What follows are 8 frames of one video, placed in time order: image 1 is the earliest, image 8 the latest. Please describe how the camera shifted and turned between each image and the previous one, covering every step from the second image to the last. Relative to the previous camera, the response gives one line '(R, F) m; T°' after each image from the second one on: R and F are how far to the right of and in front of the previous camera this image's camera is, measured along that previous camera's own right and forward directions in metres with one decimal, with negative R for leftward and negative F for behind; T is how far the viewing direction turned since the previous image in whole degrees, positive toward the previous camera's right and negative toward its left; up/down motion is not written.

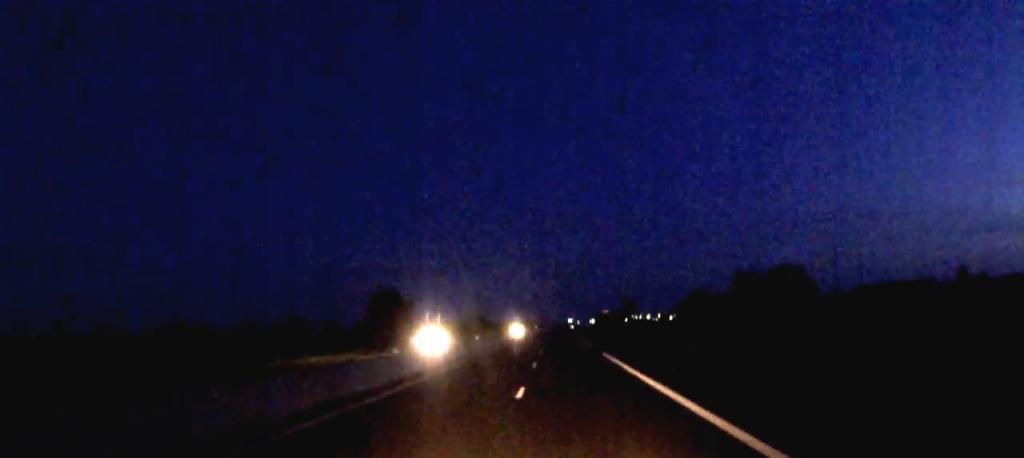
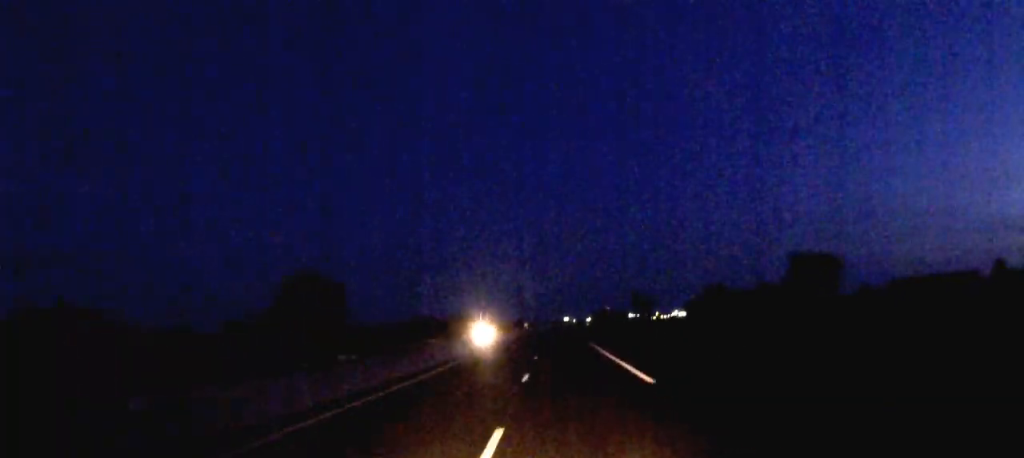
(+0.1, +34.9) m; 0°
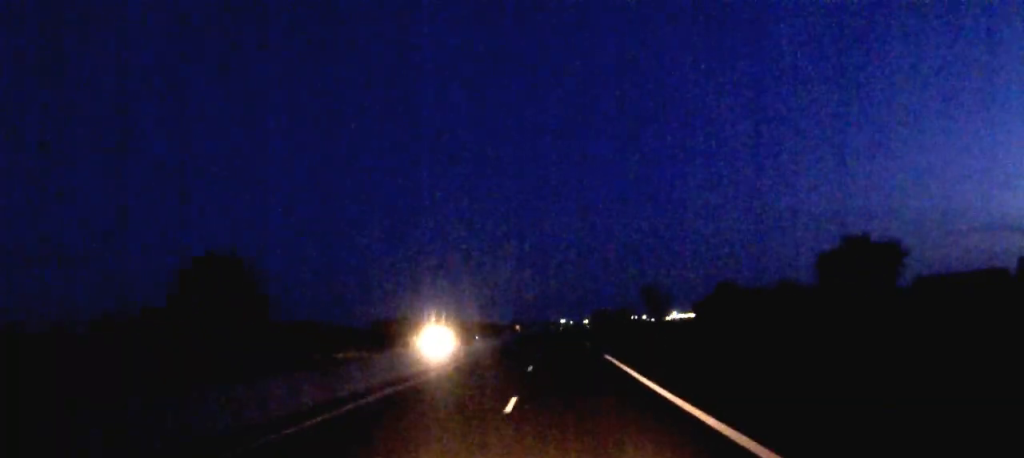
(0.0, +20.4) m; 0°
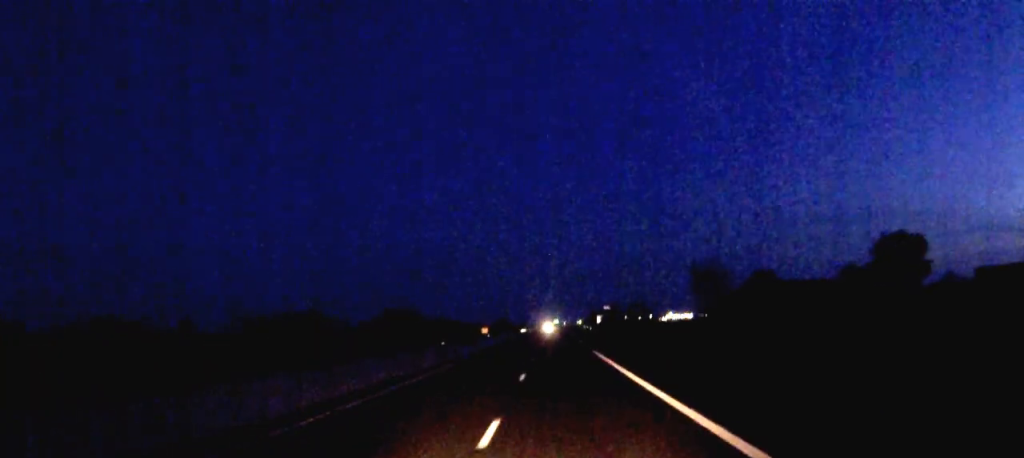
(+0.2, +43.7) m; +1°
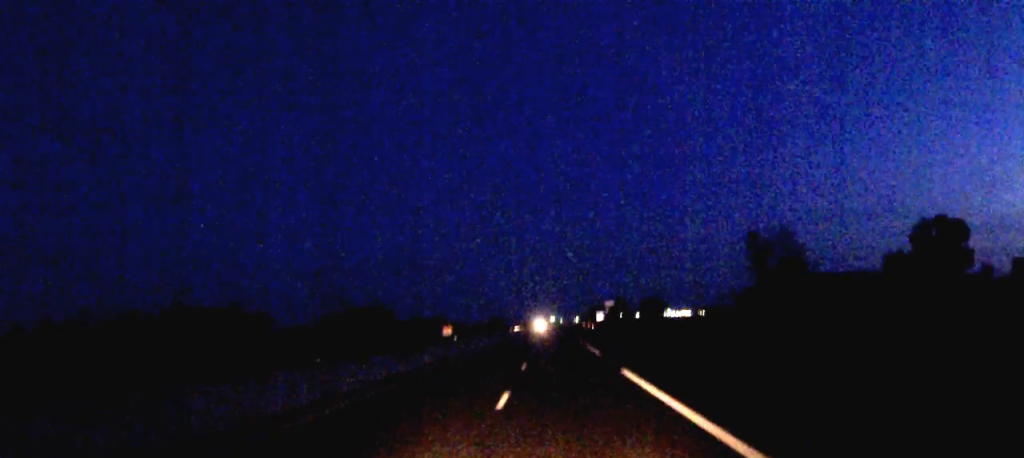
(0.0, +21.2) m; 0°
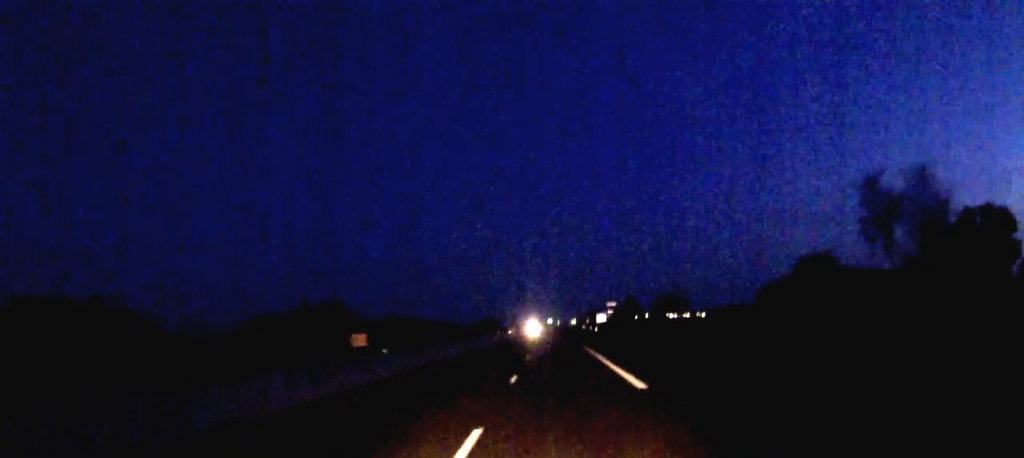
(0.0, +19.3) m; 0°
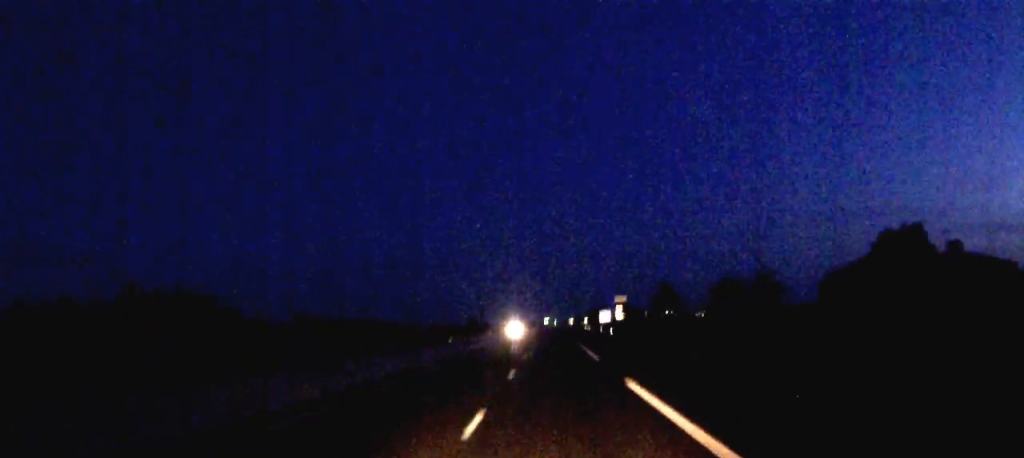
(+0.1, +36.8) m; 0°
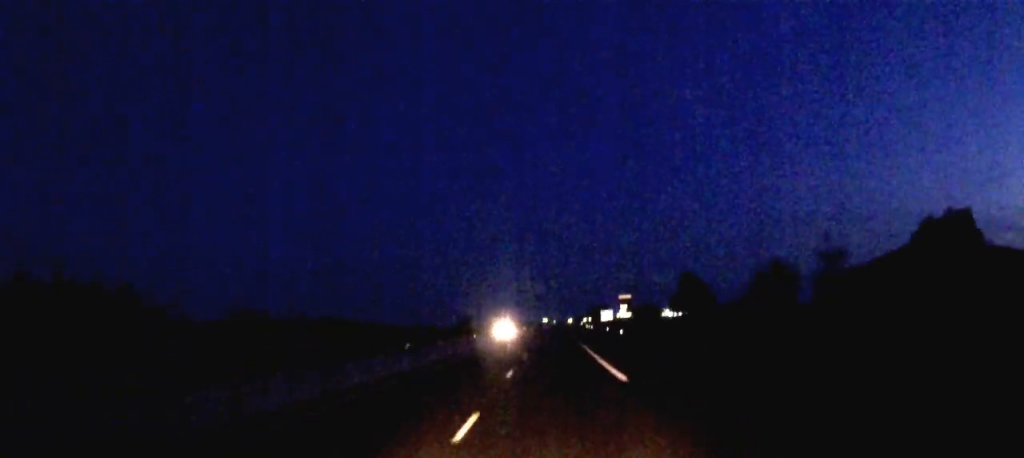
(0.0, +13.6) m; 0°
